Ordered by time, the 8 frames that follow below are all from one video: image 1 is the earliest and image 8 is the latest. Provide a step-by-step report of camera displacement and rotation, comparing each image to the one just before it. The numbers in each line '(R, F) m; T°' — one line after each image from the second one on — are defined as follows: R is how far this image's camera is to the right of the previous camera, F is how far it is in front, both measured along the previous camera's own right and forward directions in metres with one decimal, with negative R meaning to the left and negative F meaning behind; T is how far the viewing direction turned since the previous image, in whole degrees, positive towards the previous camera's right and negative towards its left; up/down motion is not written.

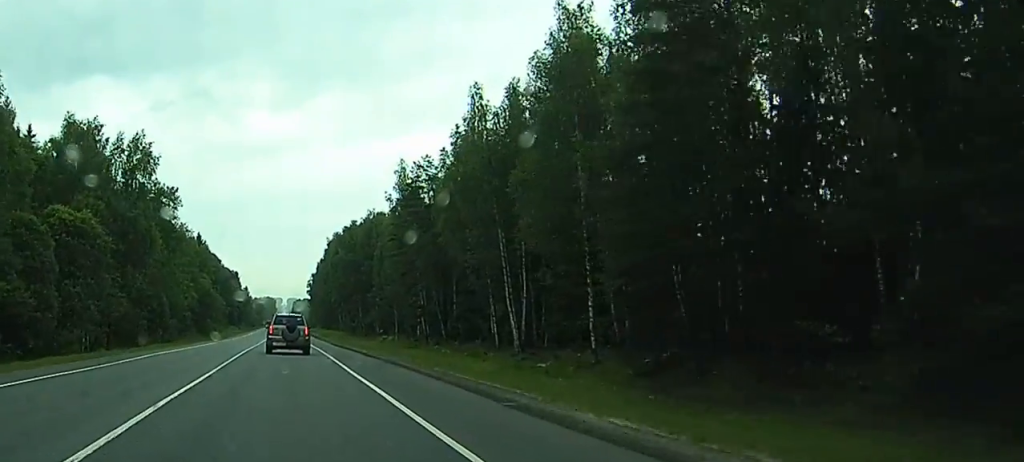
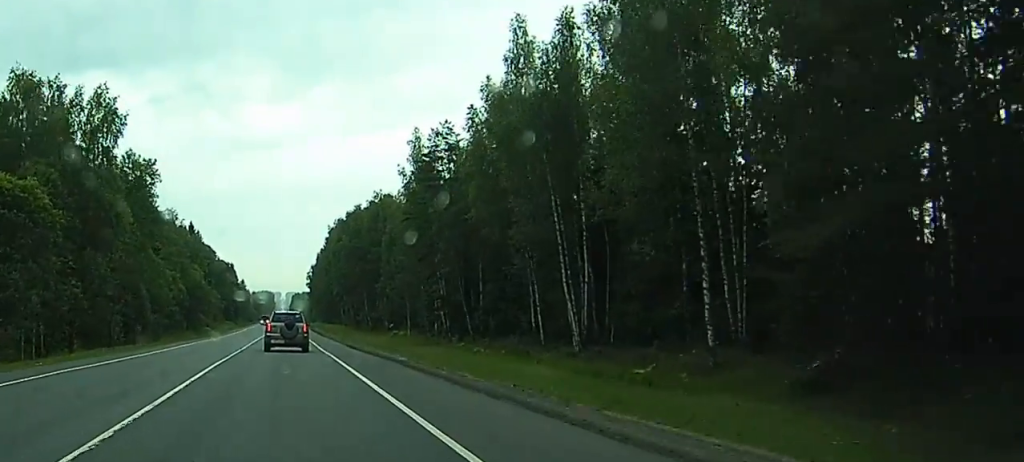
(0.0, +15.7) m; 0°
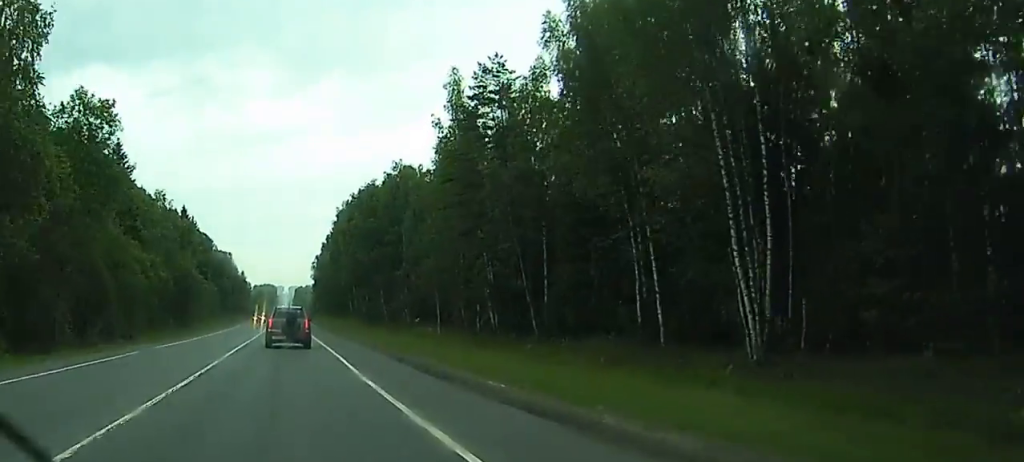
(0.0, +22.8) m; 0°
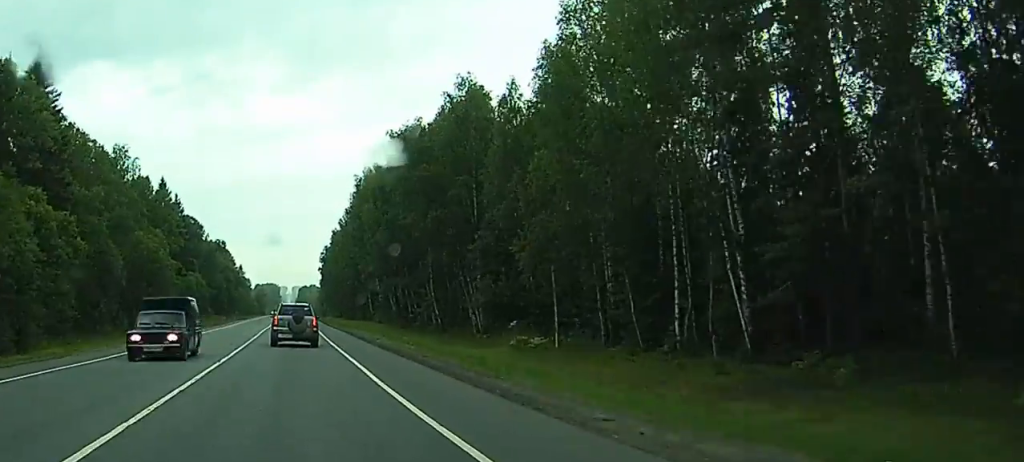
(+0.2, +44.8) m; +1°
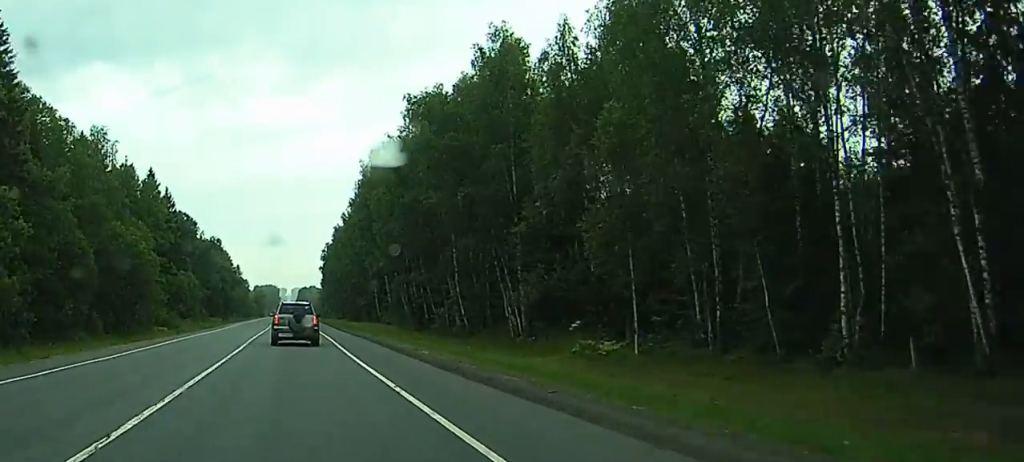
(0.0, +14.1) m; 0°
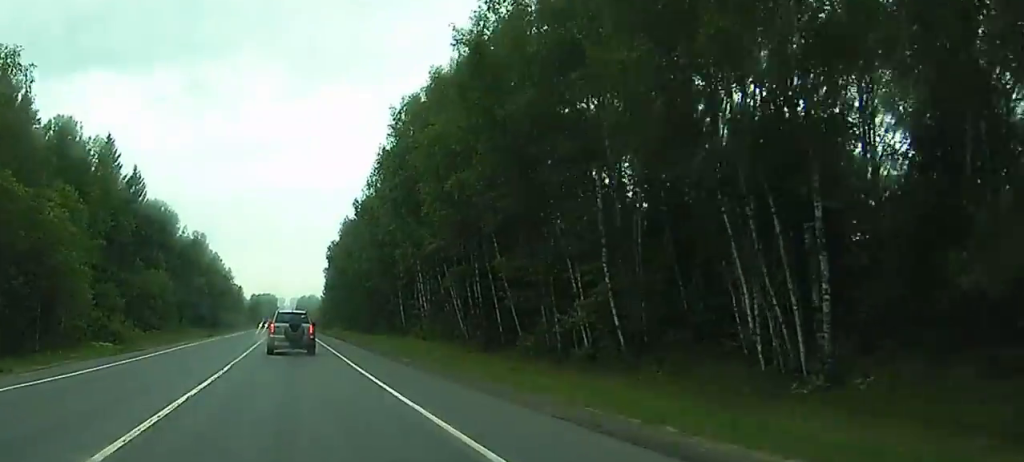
(-0.1, +38.1) m; -1°
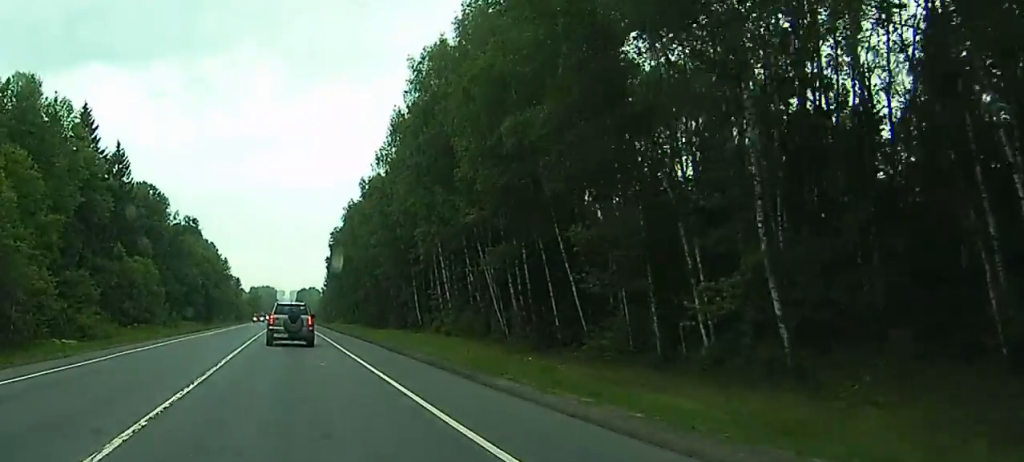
(-0.1, +14.7) m; 0°
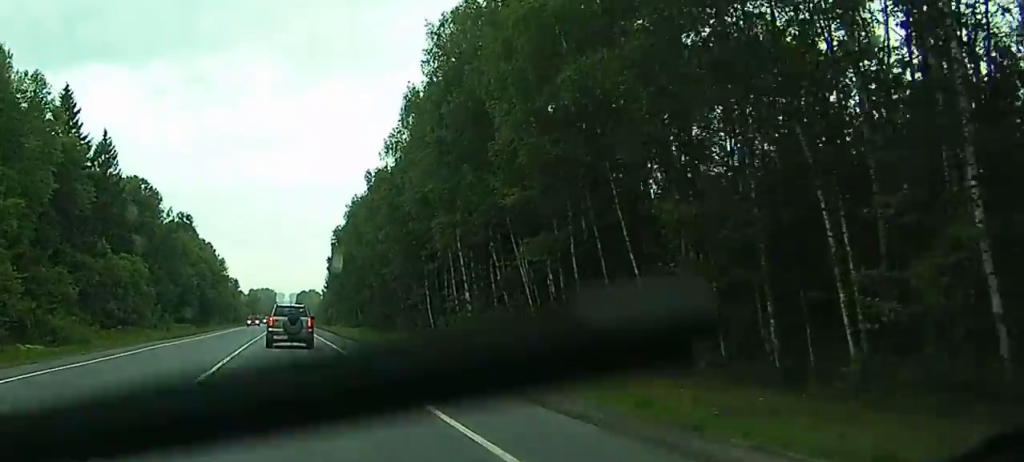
(0.0, +10.0) m; 0°
